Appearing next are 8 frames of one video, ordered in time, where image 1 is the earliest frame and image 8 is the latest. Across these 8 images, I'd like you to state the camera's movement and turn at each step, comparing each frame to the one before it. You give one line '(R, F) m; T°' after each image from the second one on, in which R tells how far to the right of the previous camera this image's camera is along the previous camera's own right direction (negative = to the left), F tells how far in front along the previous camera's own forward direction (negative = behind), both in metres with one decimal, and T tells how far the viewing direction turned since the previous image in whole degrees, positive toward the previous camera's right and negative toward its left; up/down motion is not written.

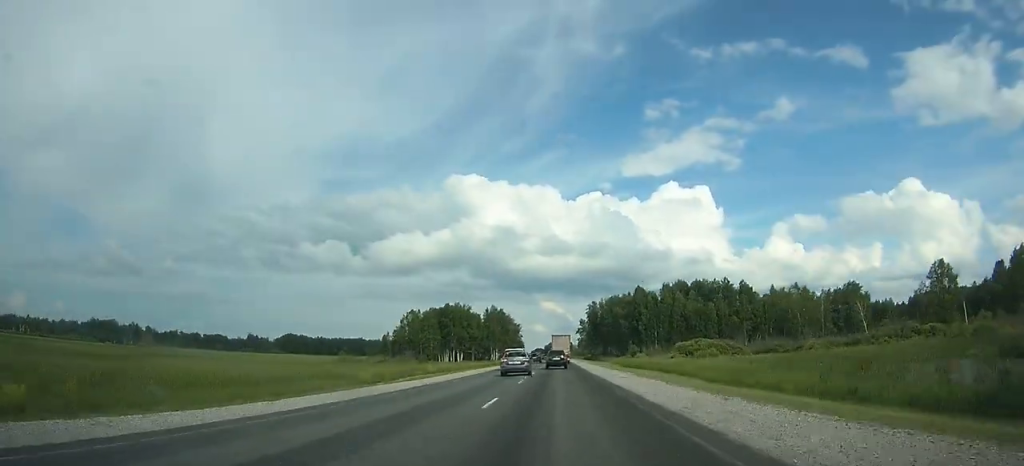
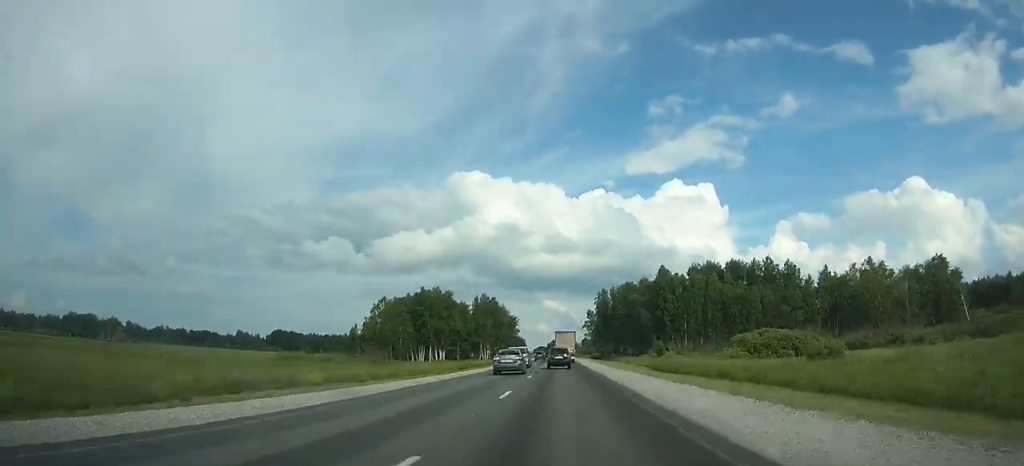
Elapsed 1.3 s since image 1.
(-0.1, +32.5) m; 0°
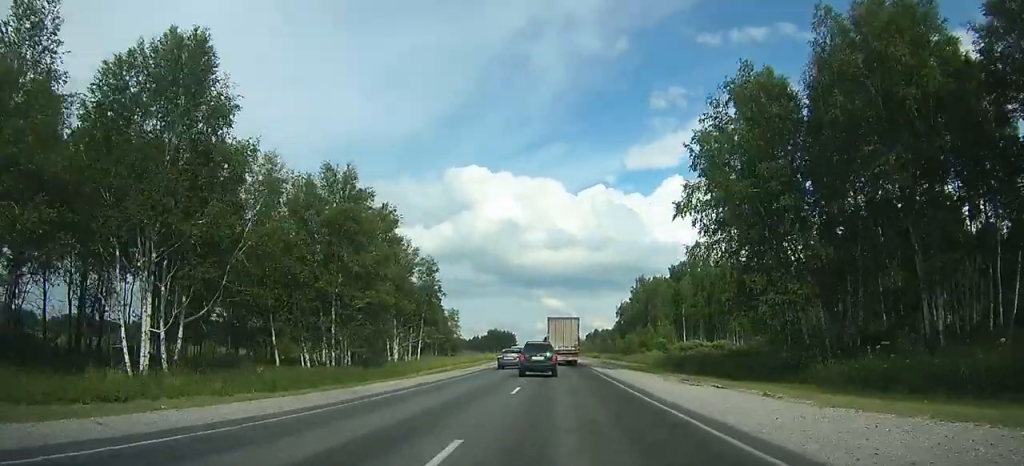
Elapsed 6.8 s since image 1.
(-0.2, +138.4) m; 0°
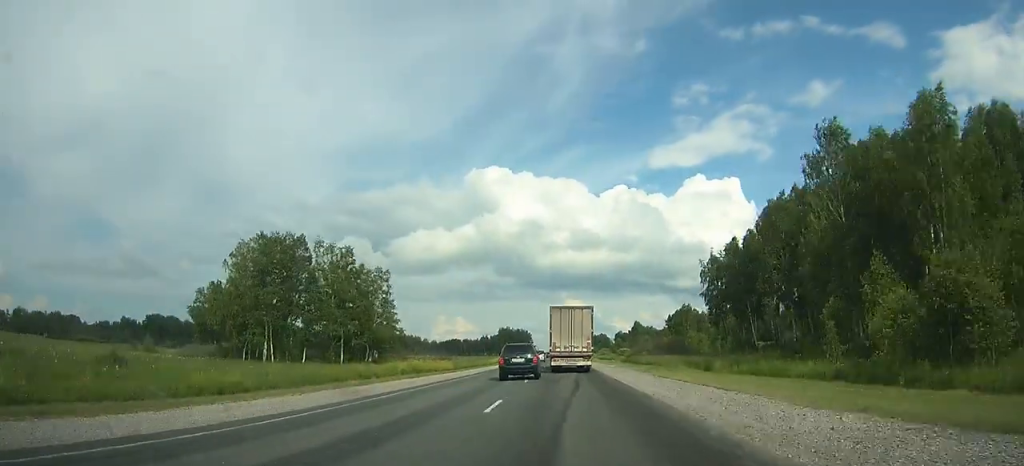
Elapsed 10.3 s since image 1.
(-0.8, +89.9) m; -1°
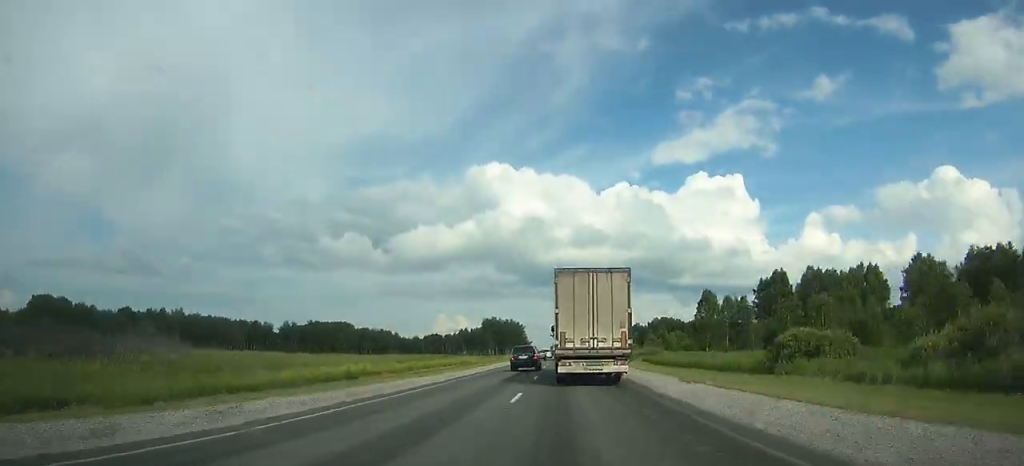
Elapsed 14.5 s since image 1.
(-1.0, +100.2) m; -1°
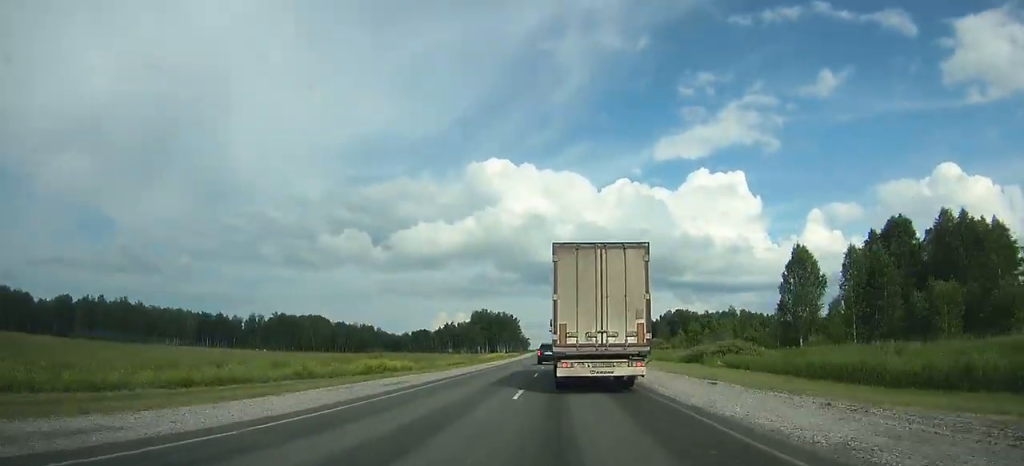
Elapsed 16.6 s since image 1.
(0.0, +44.4) m; 0°
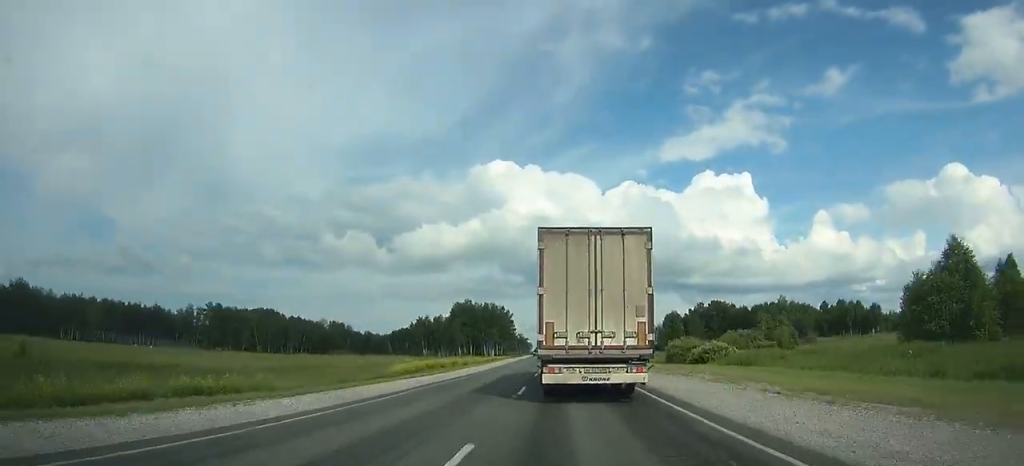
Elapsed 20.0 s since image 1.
(-0.1, +66.7) m; 0°
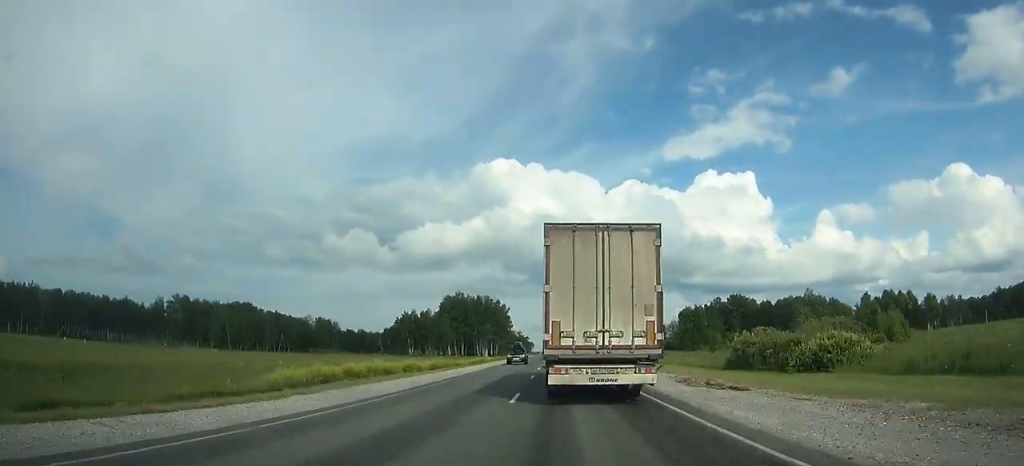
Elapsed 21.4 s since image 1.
(0.0, +26.6) m; 0°
